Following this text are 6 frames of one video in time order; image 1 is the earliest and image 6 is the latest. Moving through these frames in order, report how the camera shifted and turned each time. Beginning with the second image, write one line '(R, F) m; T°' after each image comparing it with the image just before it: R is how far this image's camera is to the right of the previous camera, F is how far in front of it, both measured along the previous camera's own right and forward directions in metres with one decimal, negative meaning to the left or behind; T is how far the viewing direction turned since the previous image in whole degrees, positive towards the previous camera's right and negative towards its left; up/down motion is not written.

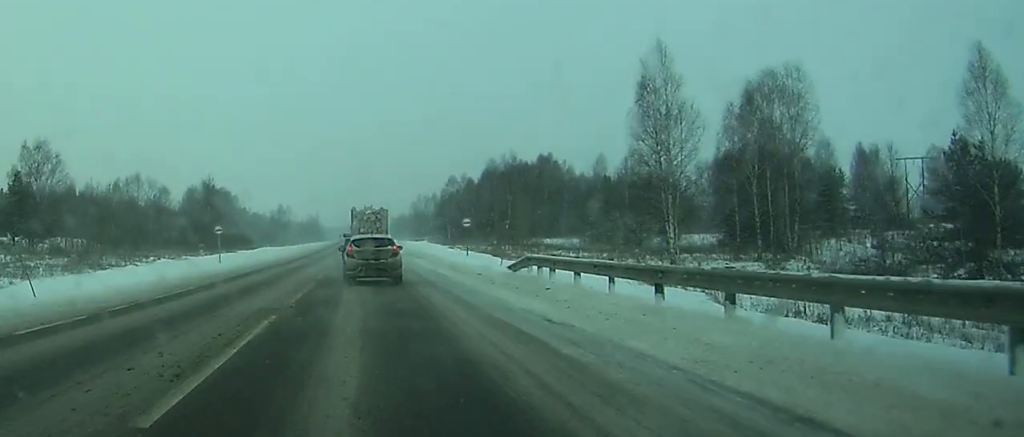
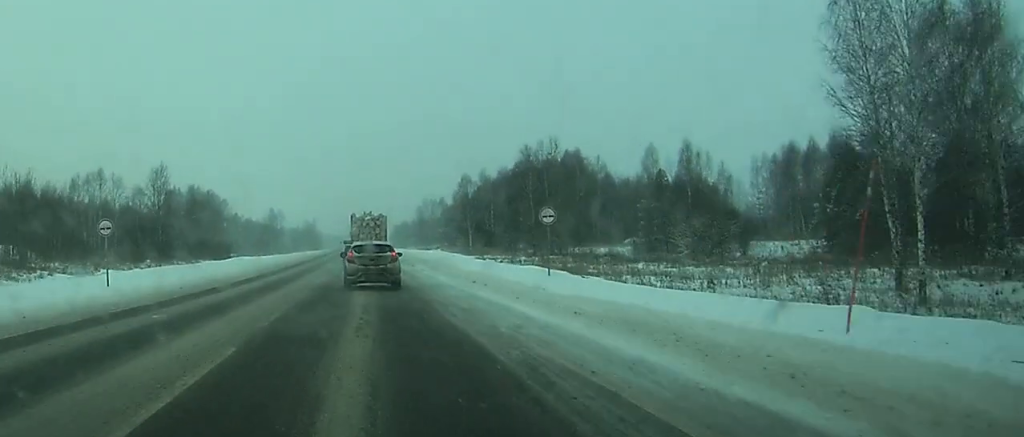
(0.0, +28.9) m; 0°
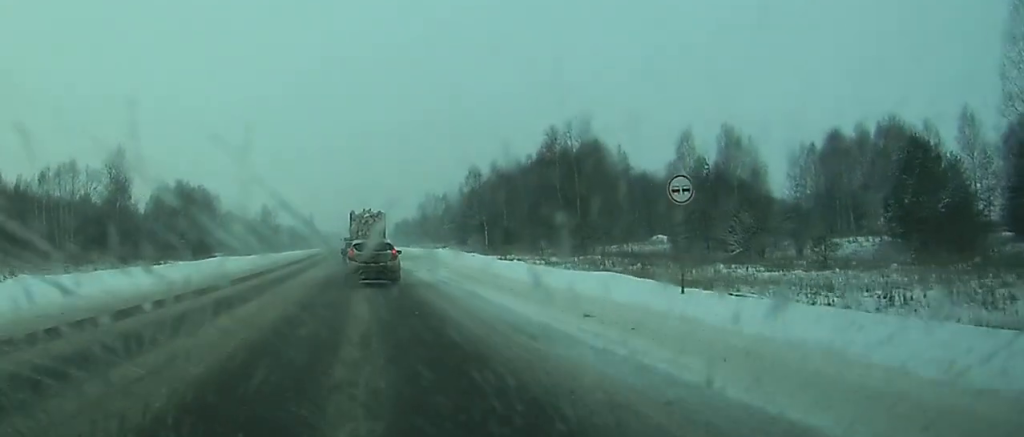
(0.0, +15.7) m; 0°
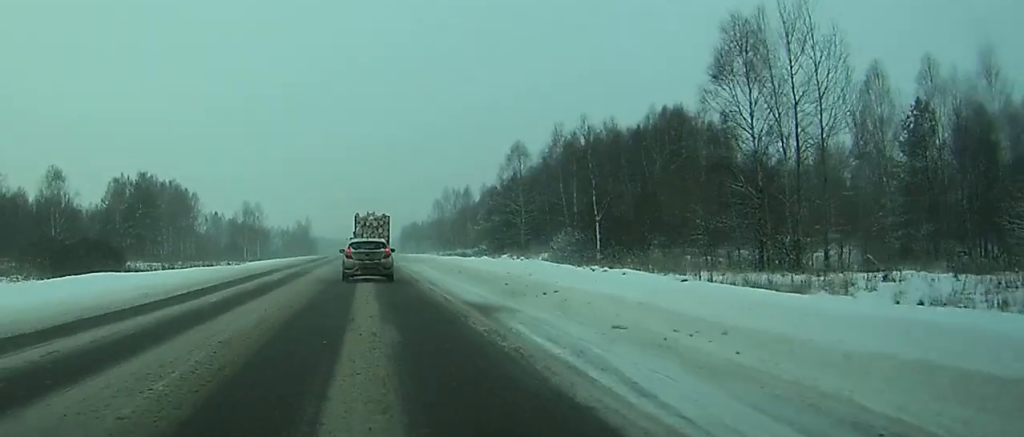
(+1.0, +46.1) m; 0°
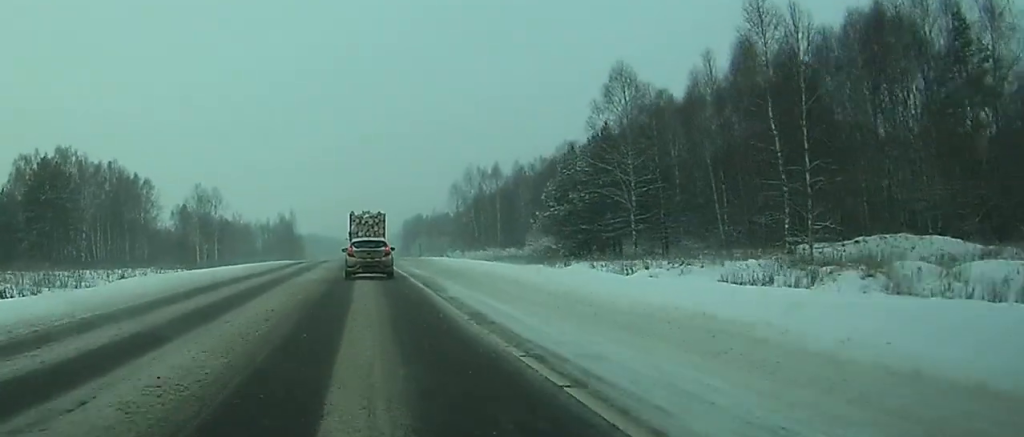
(-1.1, +52.4) m; 0°
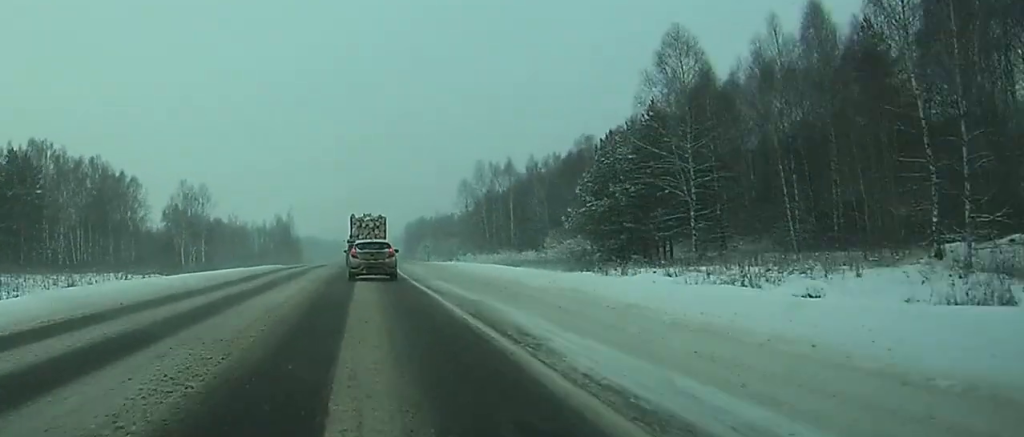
(0.0, +12.9) m; 0°
